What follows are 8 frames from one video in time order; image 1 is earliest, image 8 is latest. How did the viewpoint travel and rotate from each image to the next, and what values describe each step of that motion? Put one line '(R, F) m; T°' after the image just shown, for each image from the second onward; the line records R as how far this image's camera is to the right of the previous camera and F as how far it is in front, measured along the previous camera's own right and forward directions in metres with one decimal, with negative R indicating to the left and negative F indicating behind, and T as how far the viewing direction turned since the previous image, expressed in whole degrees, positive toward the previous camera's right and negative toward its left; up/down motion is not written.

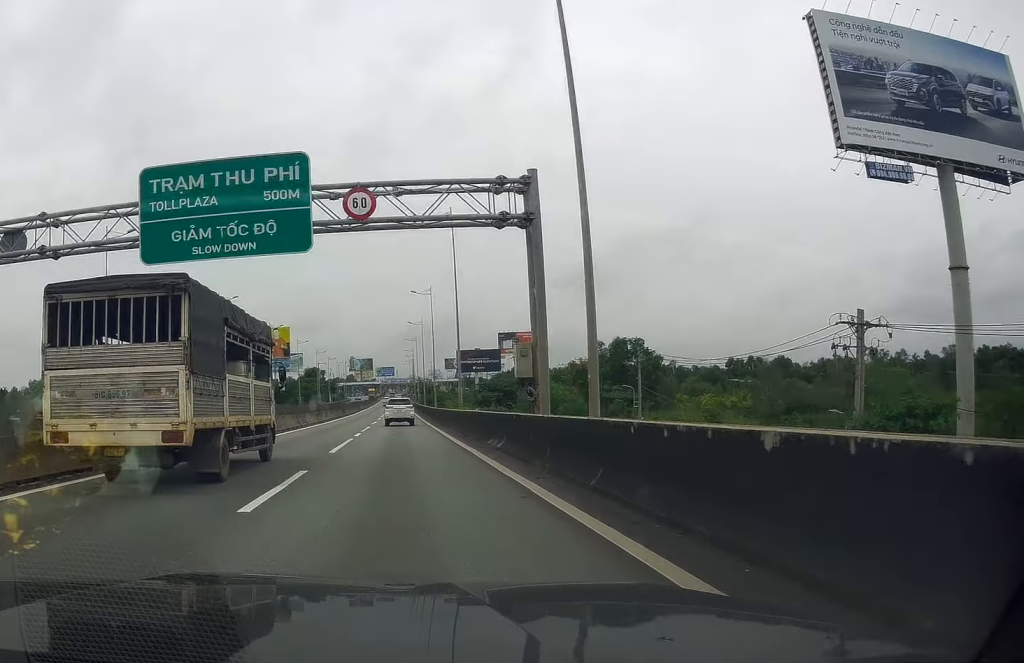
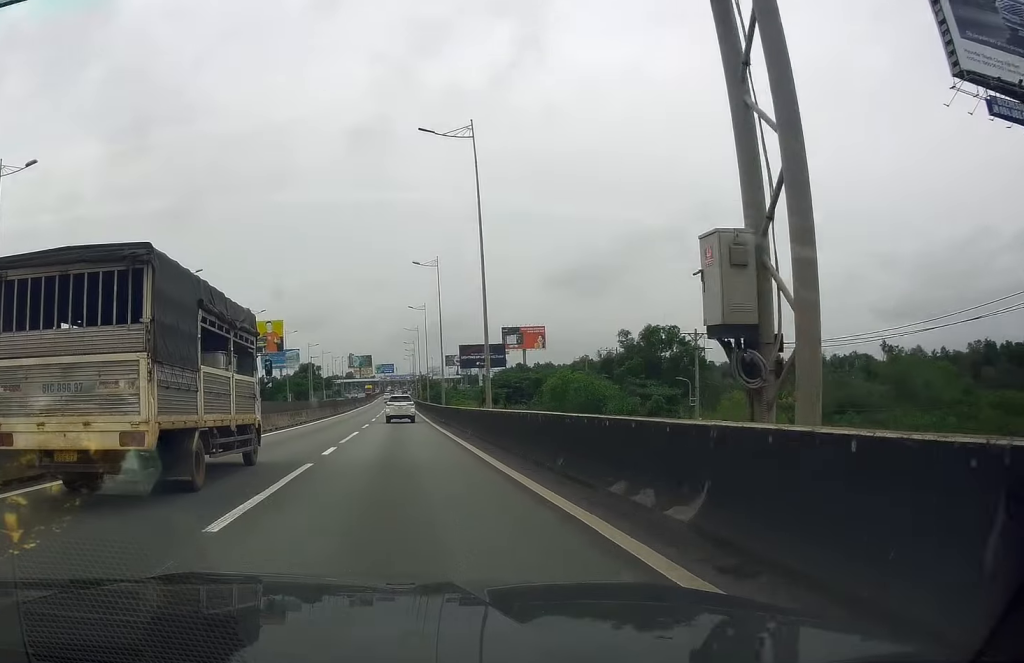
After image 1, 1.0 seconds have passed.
(-0.5, +14.3) m; 0°
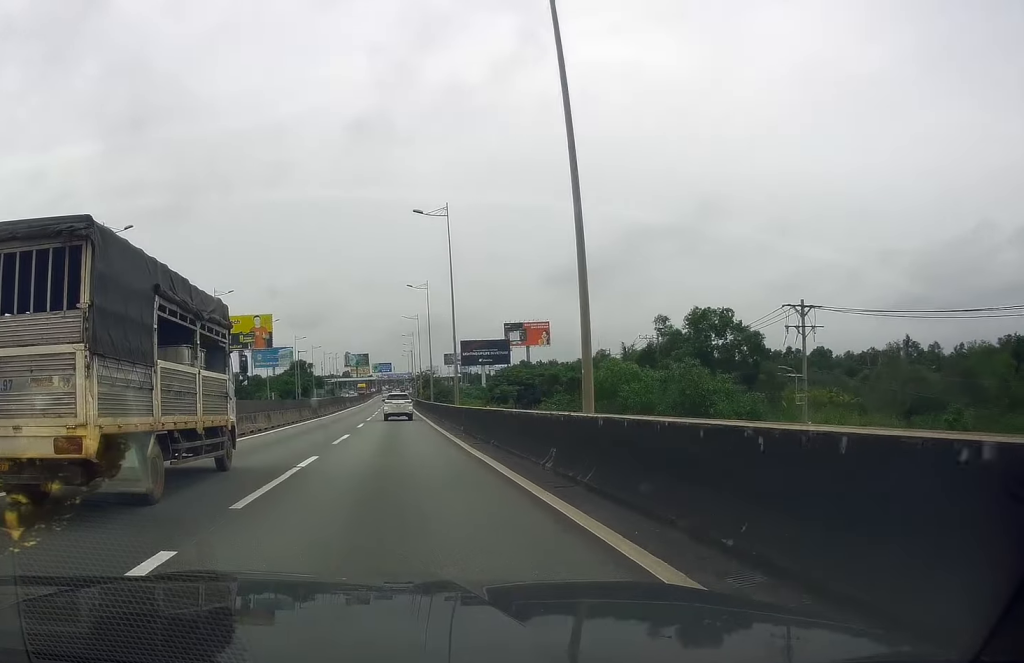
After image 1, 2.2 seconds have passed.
(+0.4, +16.4) m; 0°
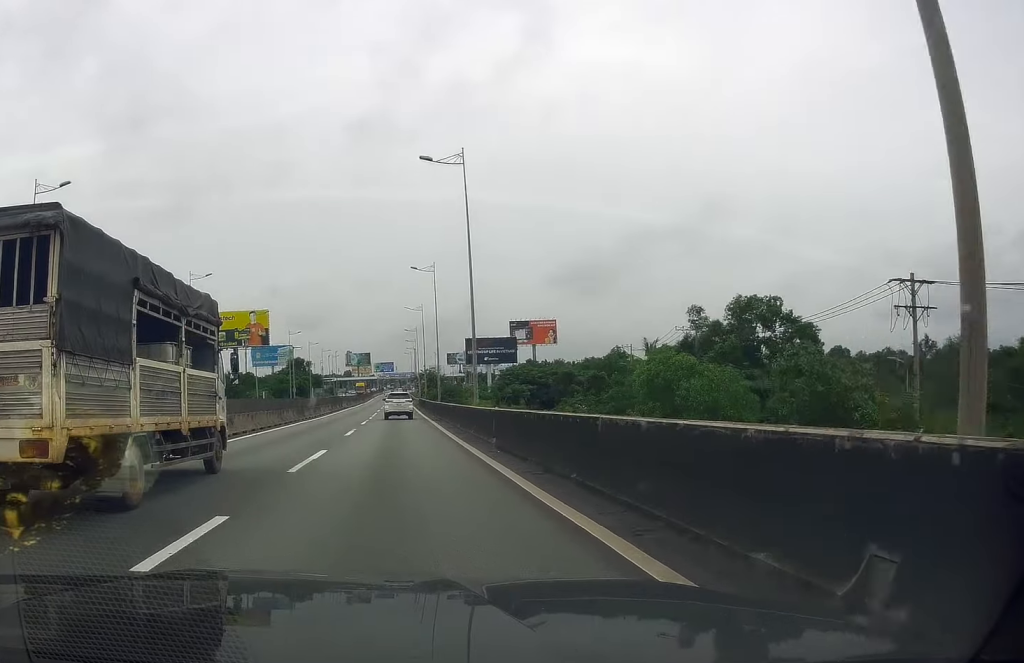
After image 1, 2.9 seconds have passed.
(-0.4, +10.5) m; 0°
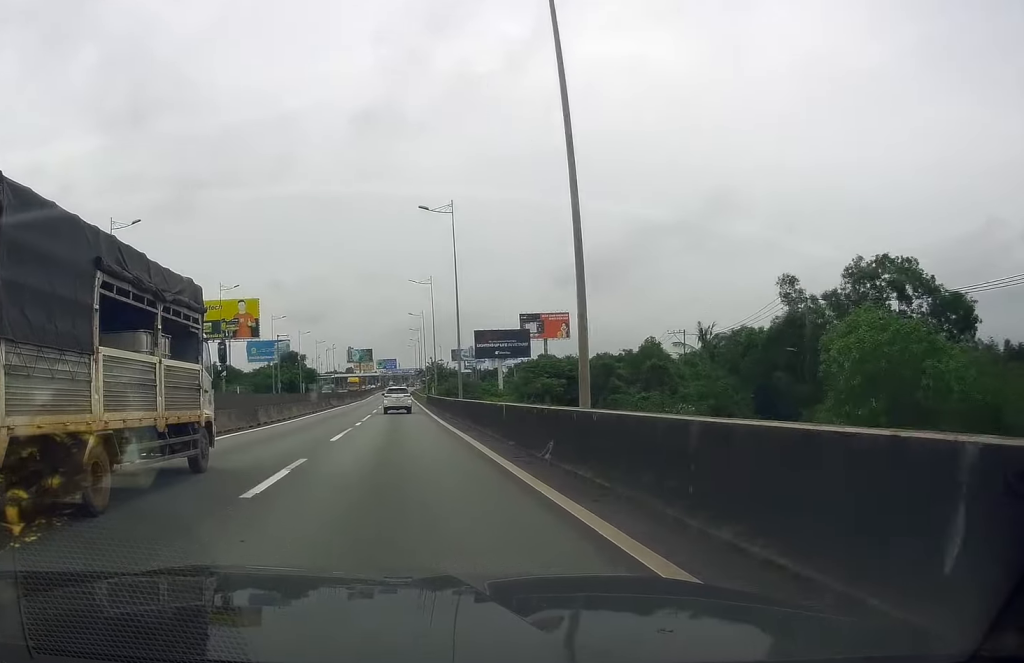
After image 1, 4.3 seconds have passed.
(+0.3, +19.8) m; 0°
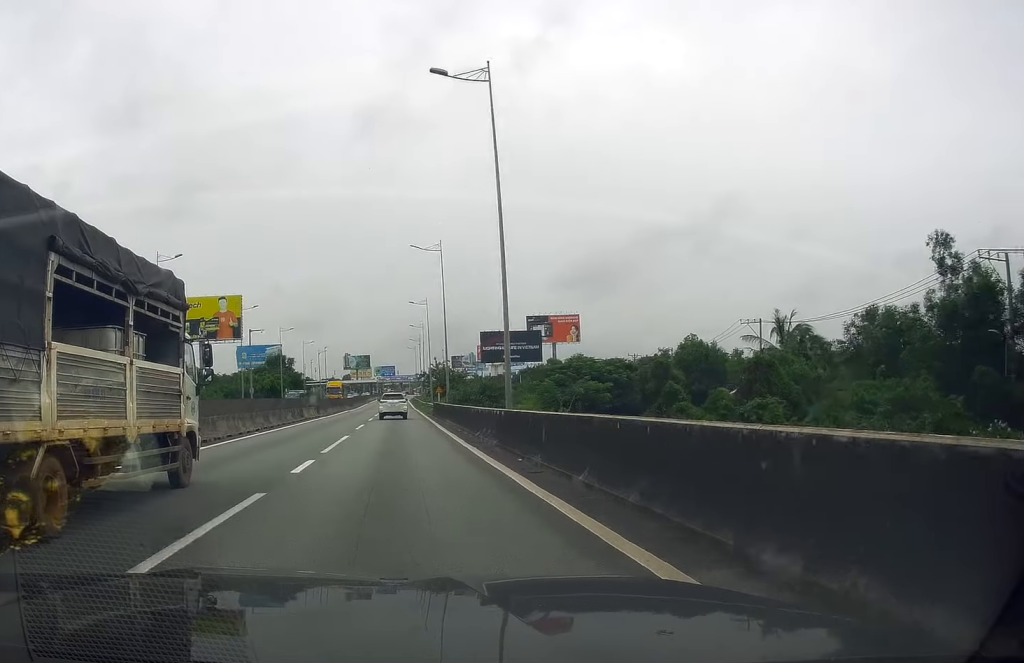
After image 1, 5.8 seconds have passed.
(-0.1, +19.3) m; 0°
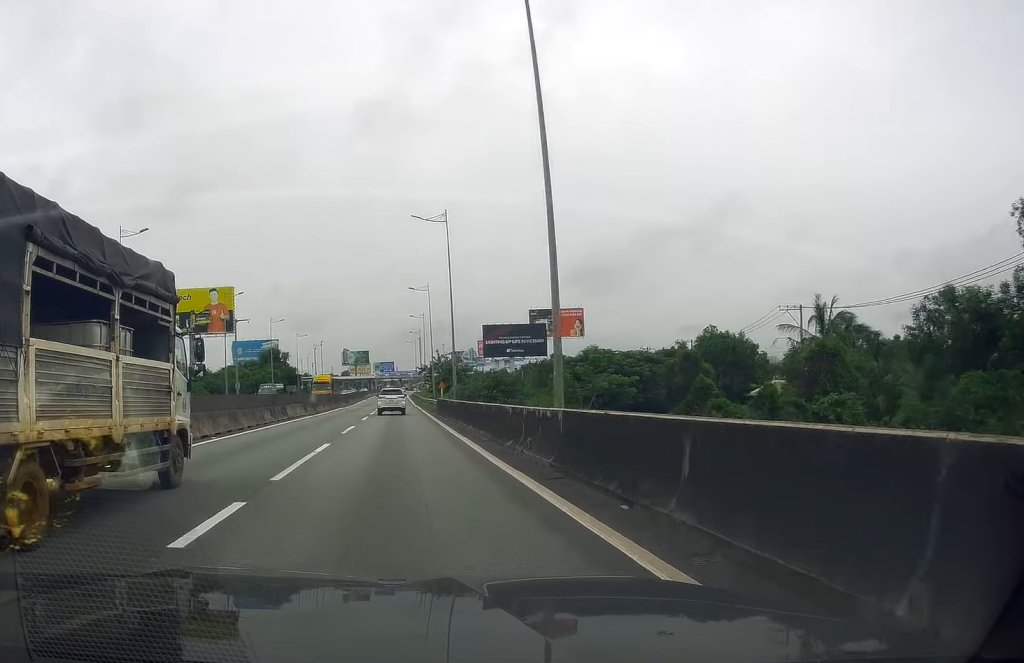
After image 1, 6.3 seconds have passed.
(+0.1, +7.8) m; 0°
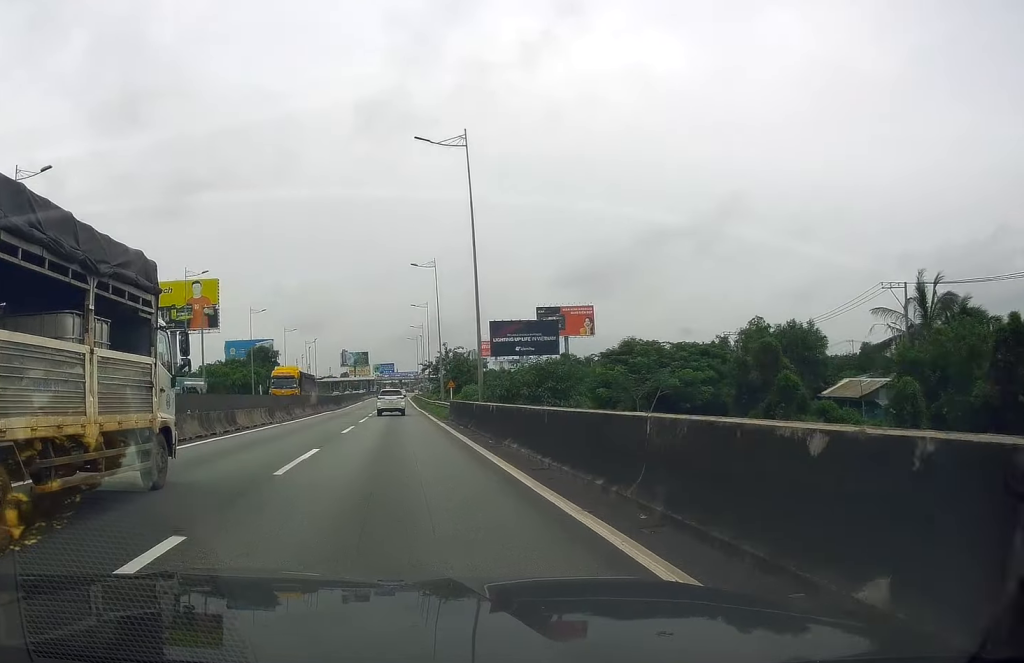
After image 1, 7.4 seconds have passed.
(-0.3, +14.2) m; 0°
